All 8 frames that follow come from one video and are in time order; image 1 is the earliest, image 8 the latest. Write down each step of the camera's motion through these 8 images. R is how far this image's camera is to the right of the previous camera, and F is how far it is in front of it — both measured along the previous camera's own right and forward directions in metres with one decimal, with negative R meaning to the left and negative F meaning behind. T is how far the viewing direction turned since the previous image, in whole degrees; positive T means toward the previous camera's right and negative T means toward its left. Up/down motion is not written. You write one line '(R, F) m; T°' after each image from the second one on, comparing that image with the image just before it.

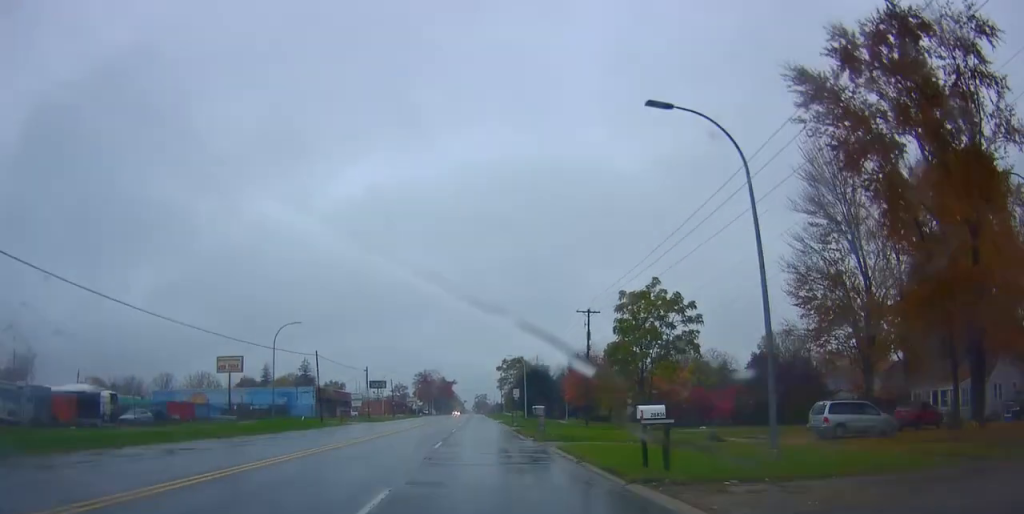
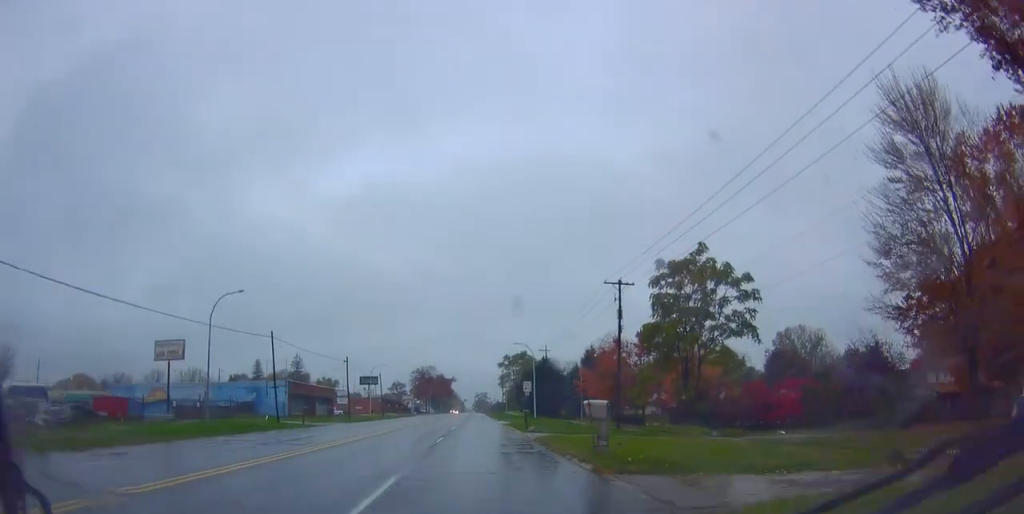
(0.0, +13.4) m; 0°
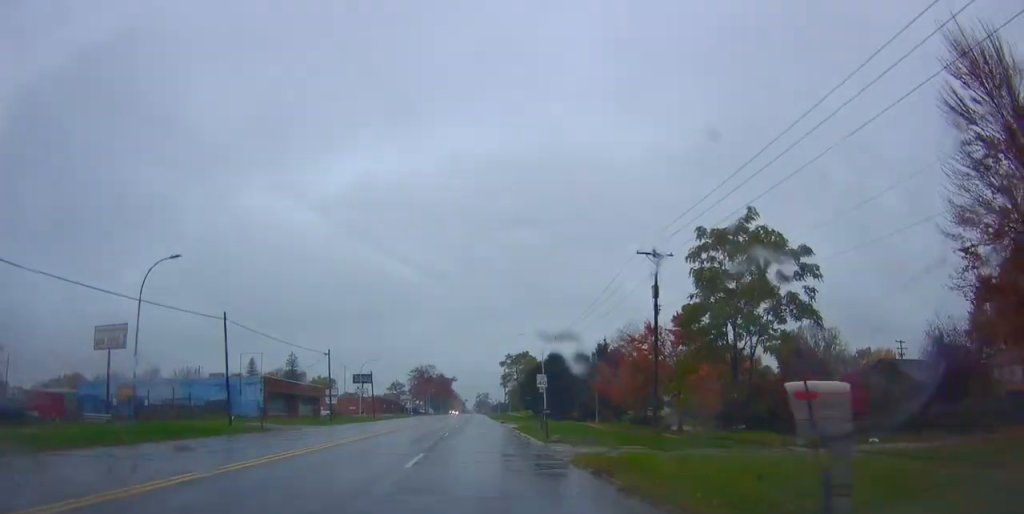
(0.0, +9.6) m; 0°
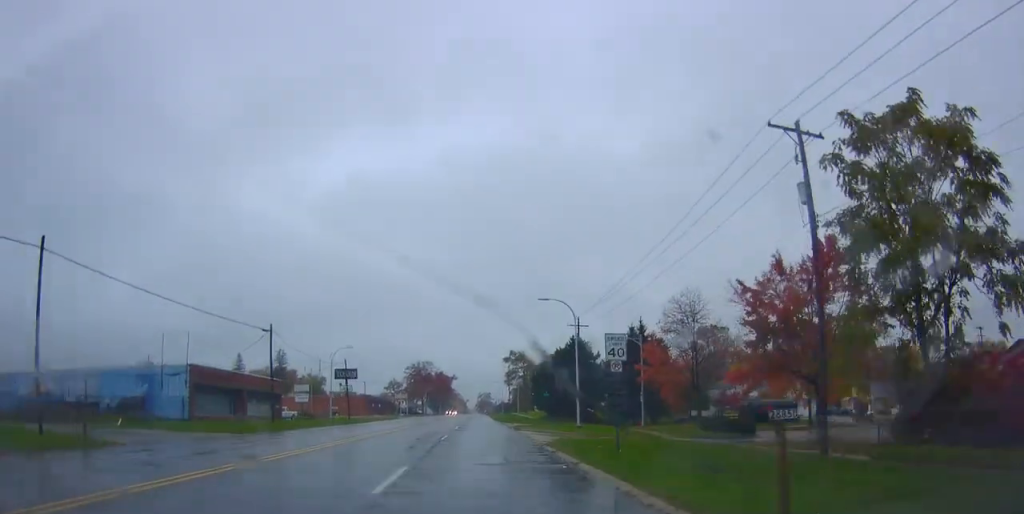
(0.0, +19.0) m; 0°
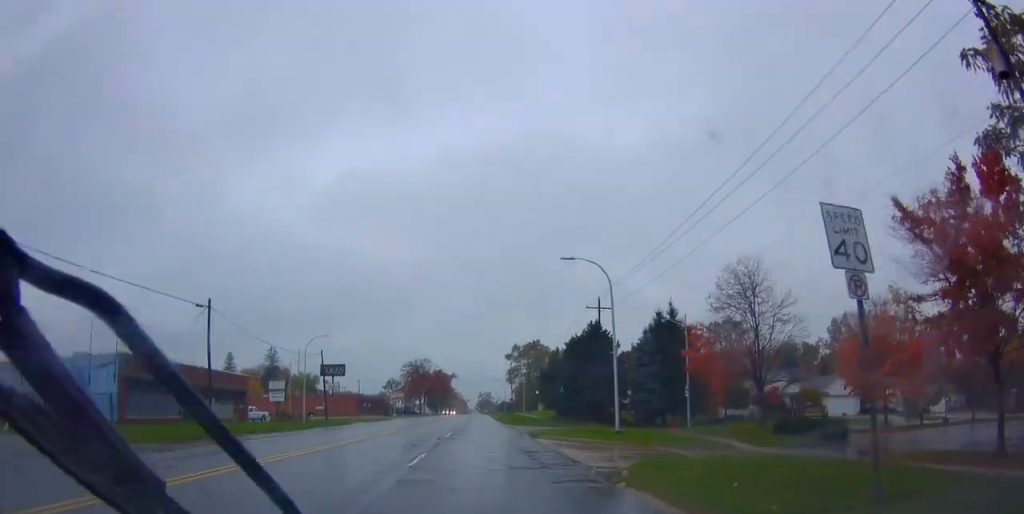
(0.0, +11.4) m; -1°
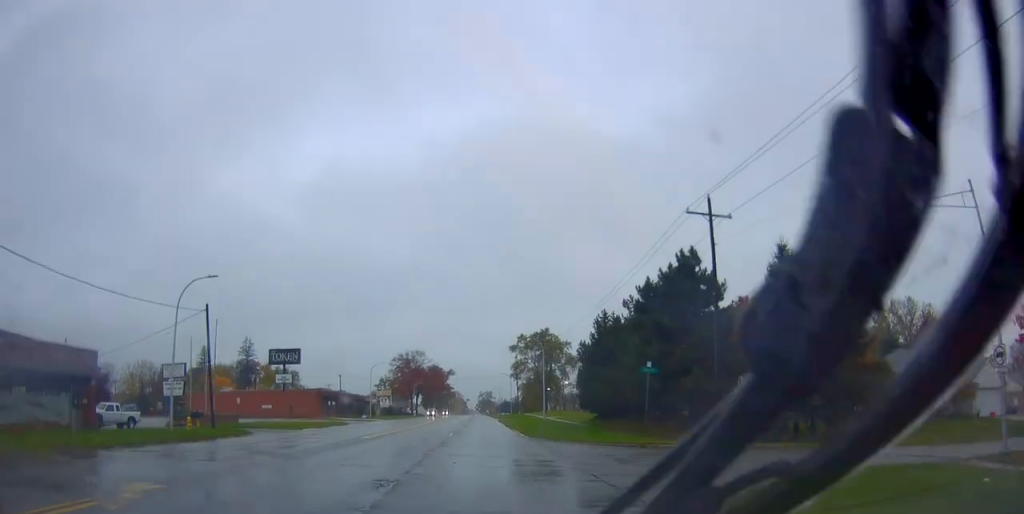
(-0.6, +27.7) m; -1°
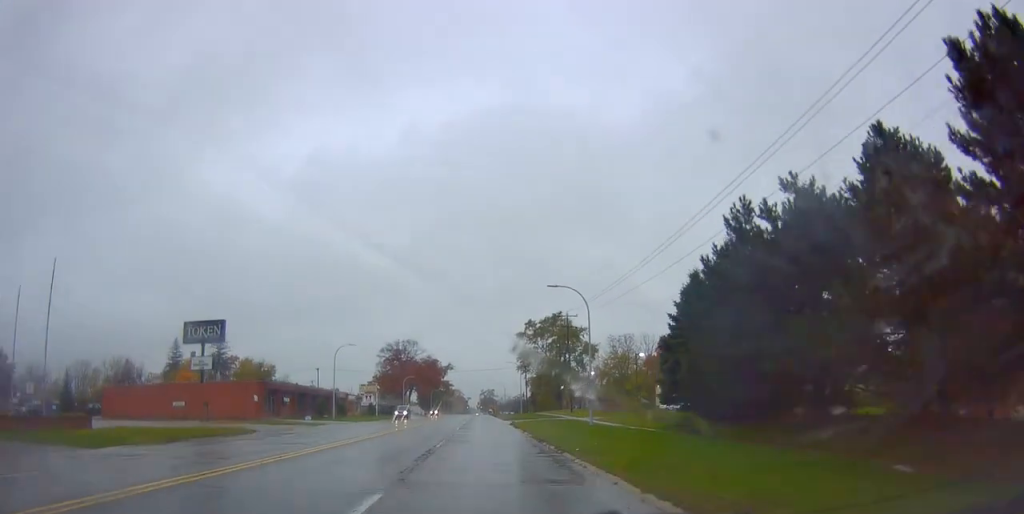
(+0.3, +25.8) m; 0°
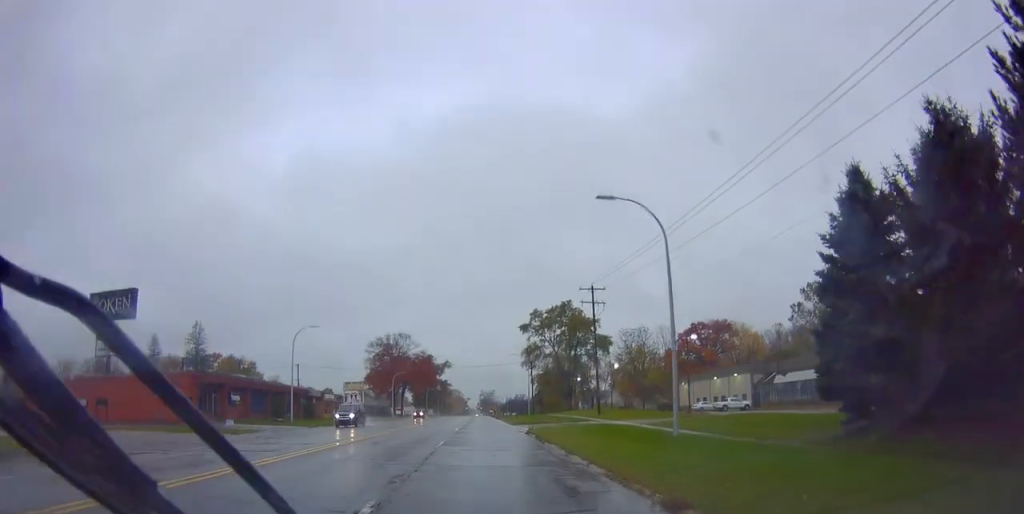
(-0.4, +16.3) m; 0°
